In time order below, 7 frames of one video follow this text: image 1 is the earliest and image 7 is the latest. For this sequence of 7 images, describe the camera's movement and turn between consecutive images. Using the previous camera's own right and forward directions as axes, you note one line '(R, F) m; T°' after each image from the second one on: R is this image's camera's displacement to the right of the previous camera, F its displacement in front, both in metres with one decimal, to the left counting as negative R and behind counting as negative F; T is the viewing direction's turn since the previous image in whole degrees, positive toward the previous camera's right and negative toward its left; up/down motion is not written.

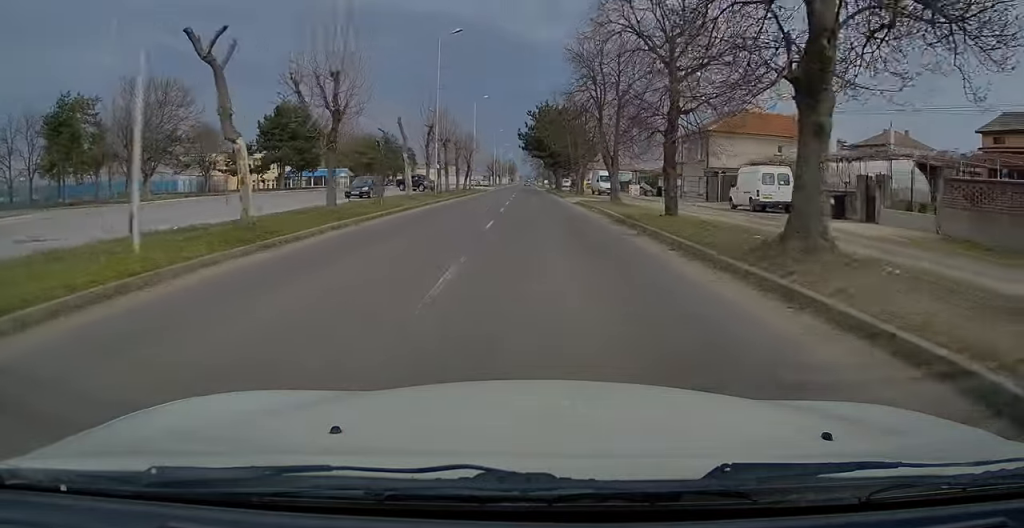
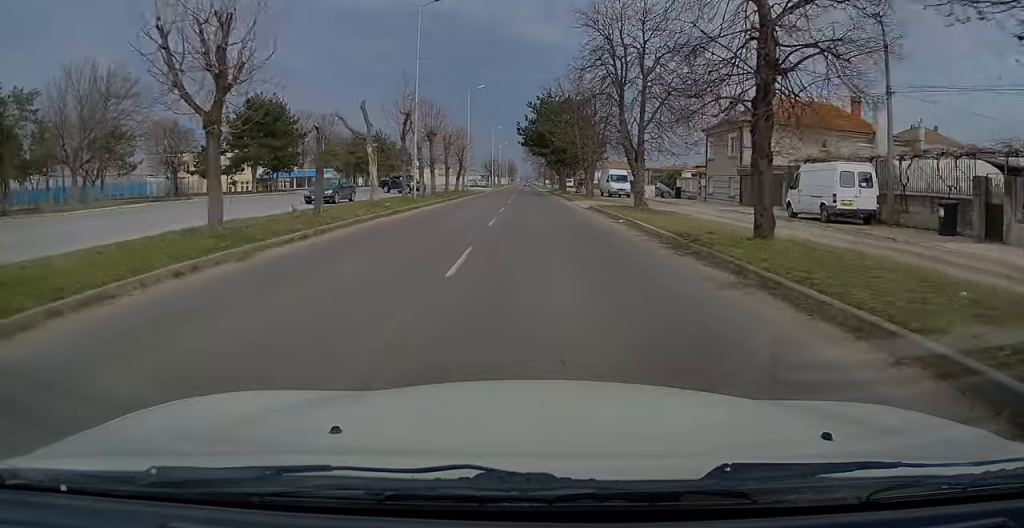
(0.0, +7.9) m; 0°
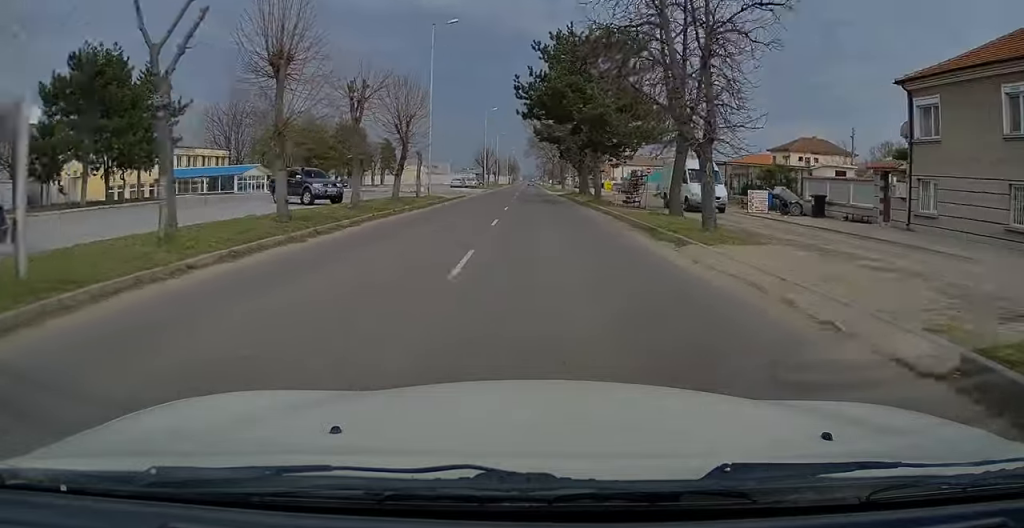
(0.0, +27.3) m; 0°
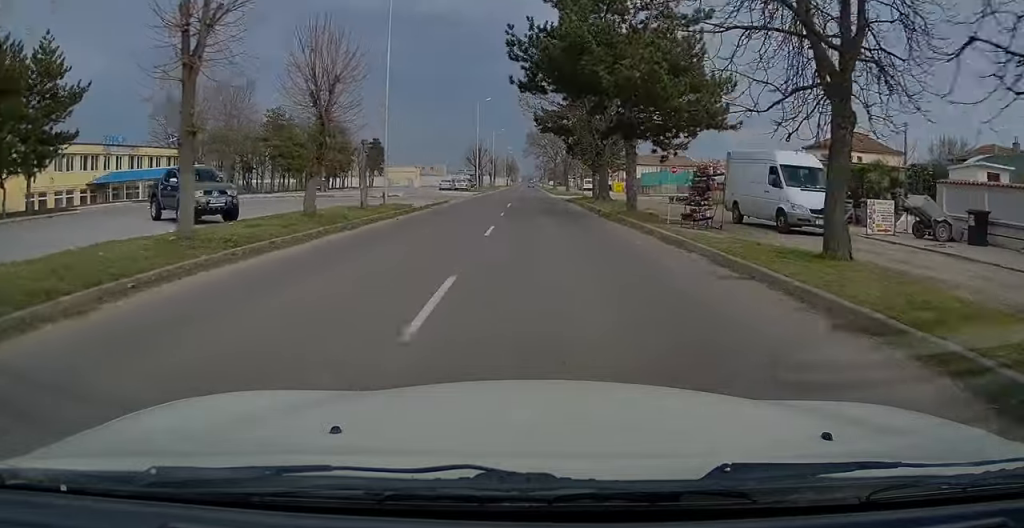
(0.0, +11.7) m; 0°
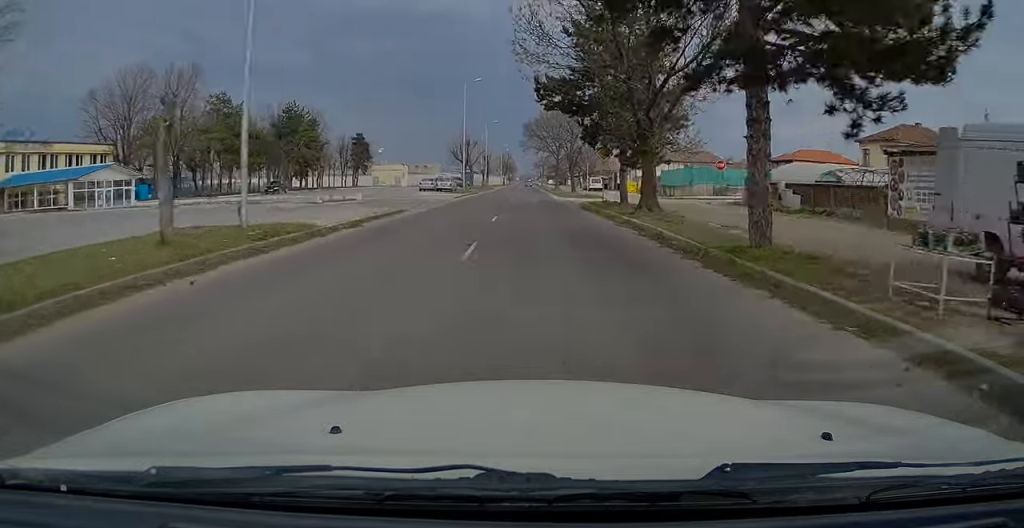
(+0.1, +13.6) m; +1°
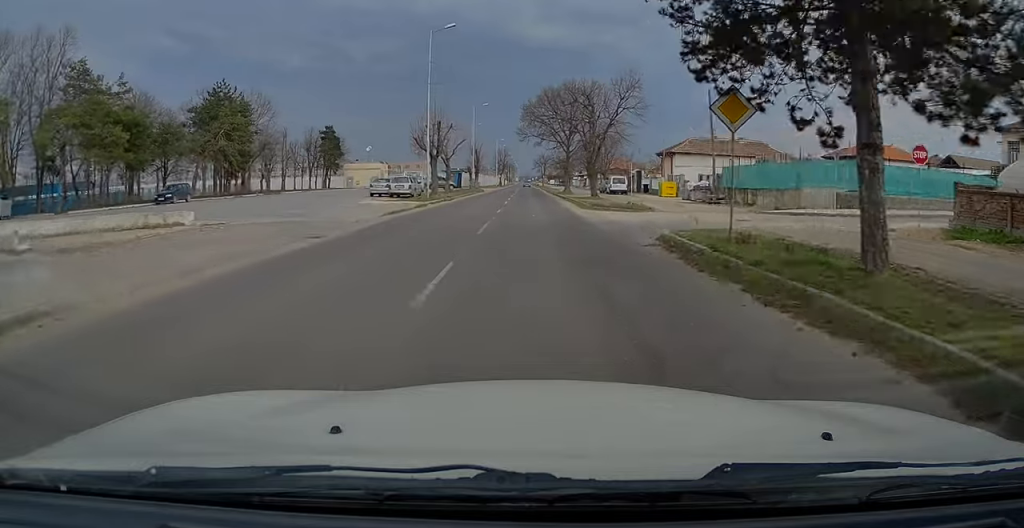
(+0.2, +21.7) m; -1°
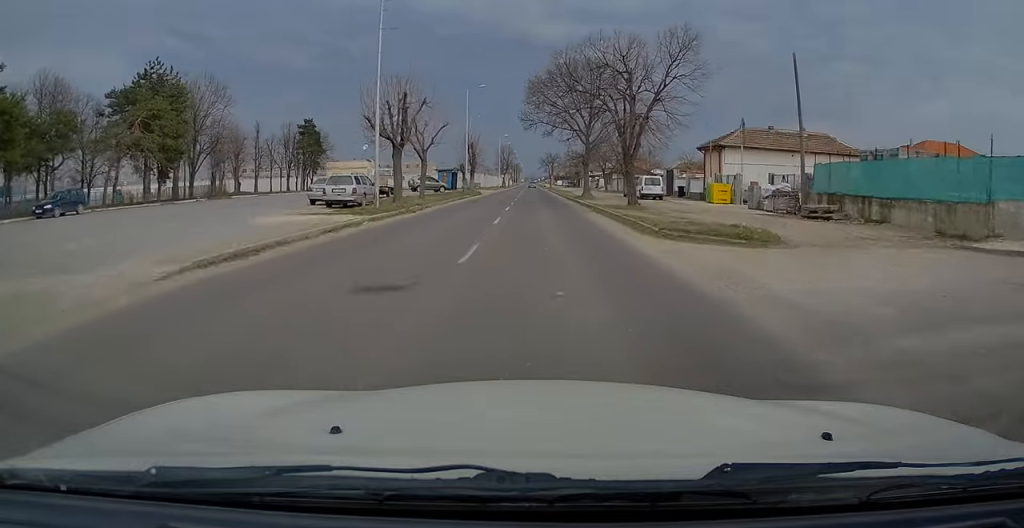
(-0.2, +14.4) m; -1°
